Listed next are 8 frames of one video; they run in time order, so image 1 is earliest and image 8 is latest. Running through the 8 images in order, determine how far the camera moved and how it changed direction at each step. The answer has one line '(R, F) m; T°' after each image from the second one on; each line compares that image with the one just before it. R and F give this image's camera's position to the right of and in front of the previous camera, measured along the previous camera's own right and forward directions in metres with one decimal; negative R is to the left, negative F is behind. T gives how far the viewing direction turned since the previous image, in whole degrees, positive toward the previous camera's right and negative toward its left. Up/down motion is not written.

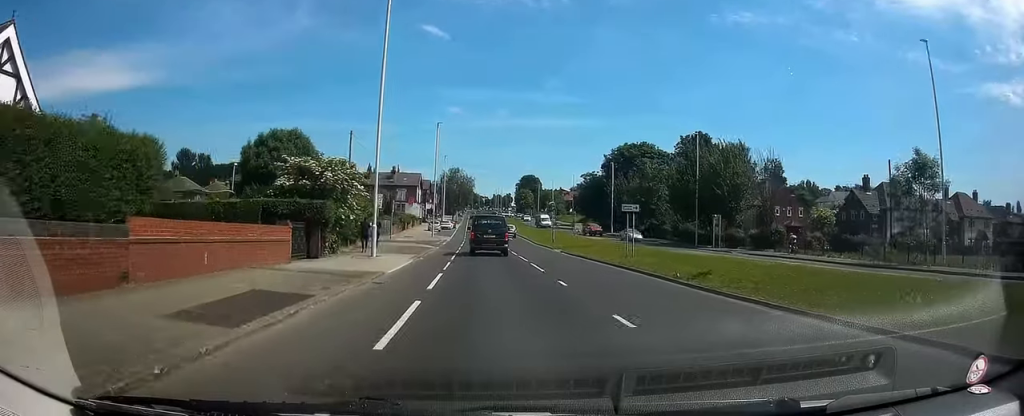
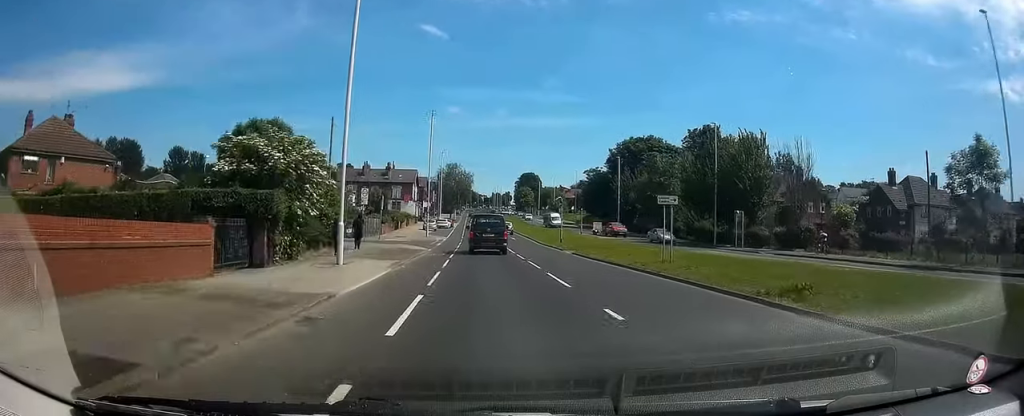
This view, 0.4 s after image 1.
(0.0, +5.7) m; 0°
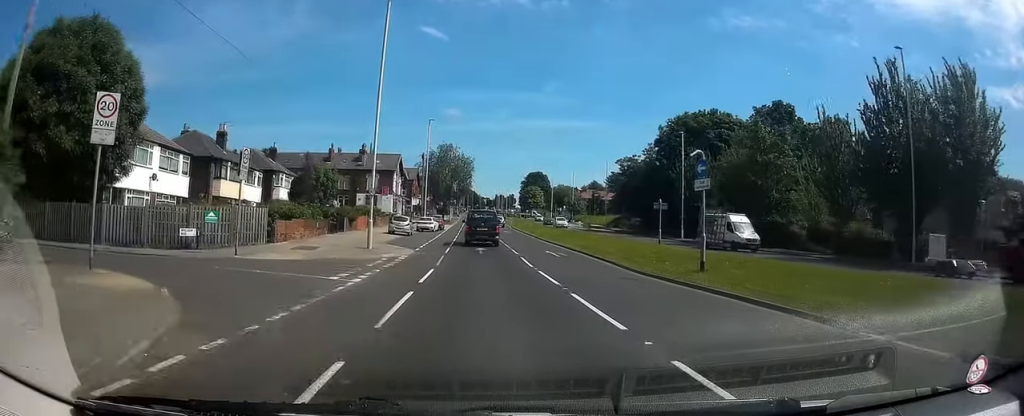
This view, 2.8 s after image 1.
(0.0, +30.1) m; 0°
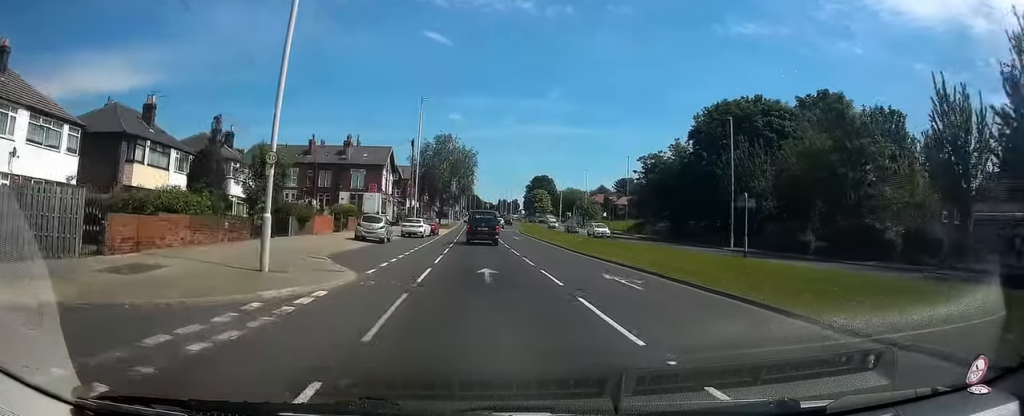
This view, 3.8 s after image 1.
(0.0, +12.9) m; 0°
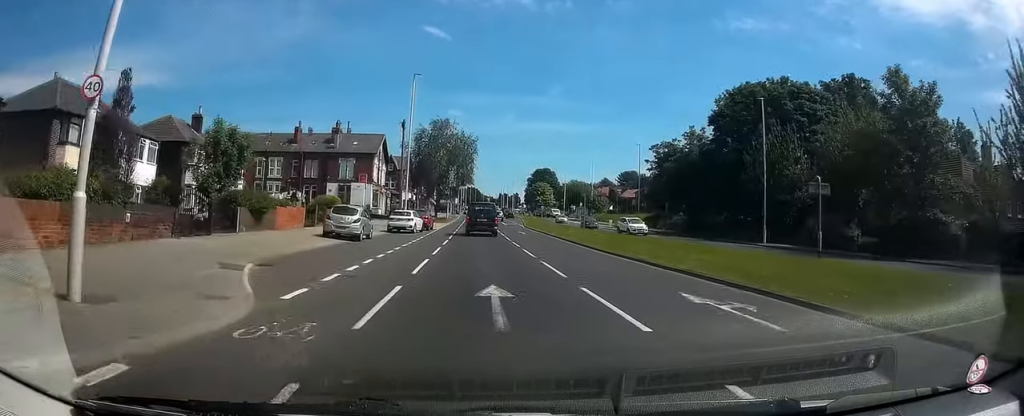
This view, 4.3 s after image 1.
(0.0, +6.5) m; 0°
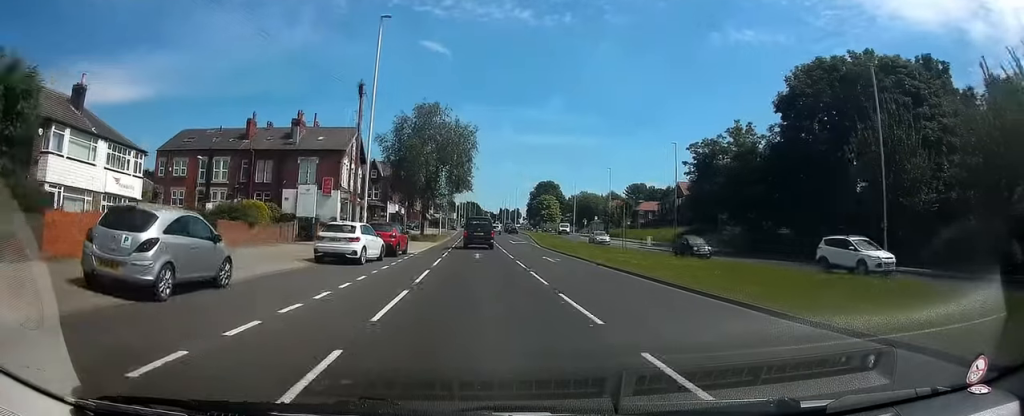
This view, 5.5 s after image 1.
(-0.3, +16.0) m; -1°
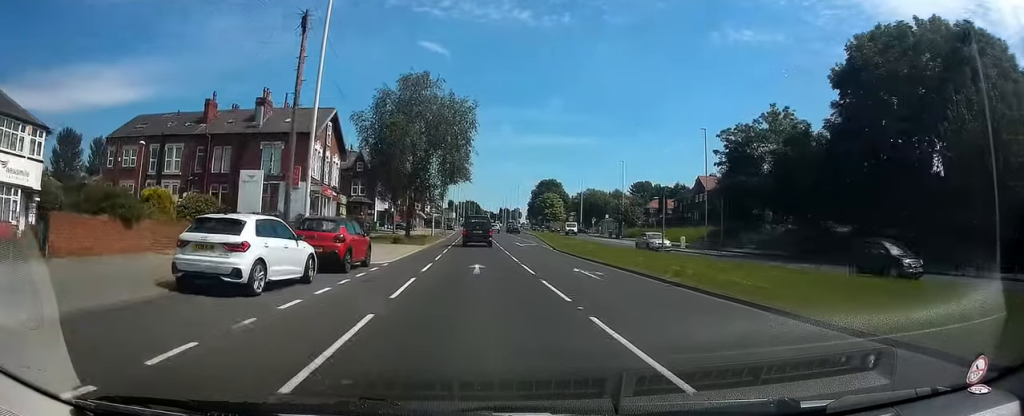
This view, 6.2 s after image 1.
(0.0, +9.5) m; 0°
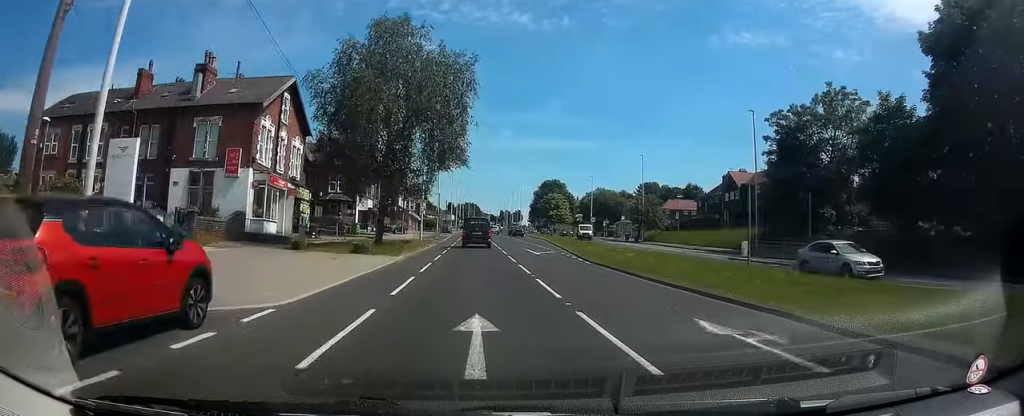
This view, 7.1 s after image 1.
(0.0, +11.2) m; 0°
